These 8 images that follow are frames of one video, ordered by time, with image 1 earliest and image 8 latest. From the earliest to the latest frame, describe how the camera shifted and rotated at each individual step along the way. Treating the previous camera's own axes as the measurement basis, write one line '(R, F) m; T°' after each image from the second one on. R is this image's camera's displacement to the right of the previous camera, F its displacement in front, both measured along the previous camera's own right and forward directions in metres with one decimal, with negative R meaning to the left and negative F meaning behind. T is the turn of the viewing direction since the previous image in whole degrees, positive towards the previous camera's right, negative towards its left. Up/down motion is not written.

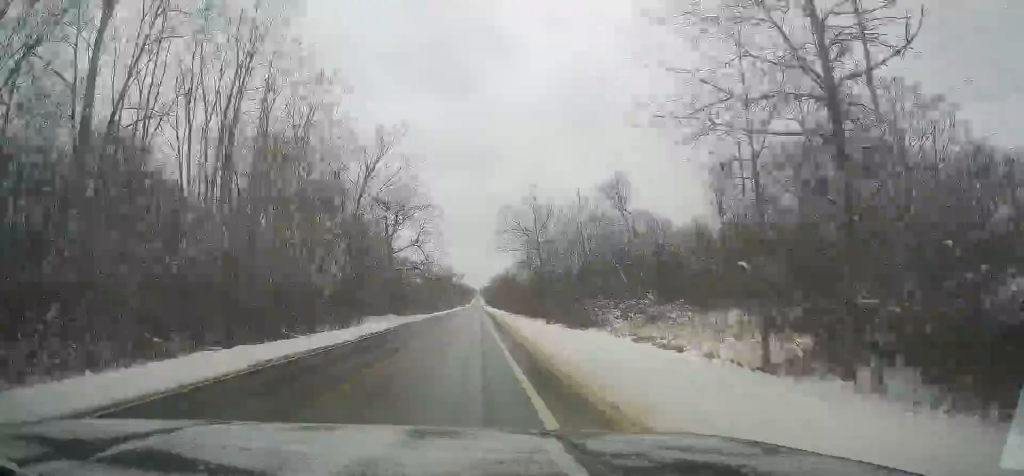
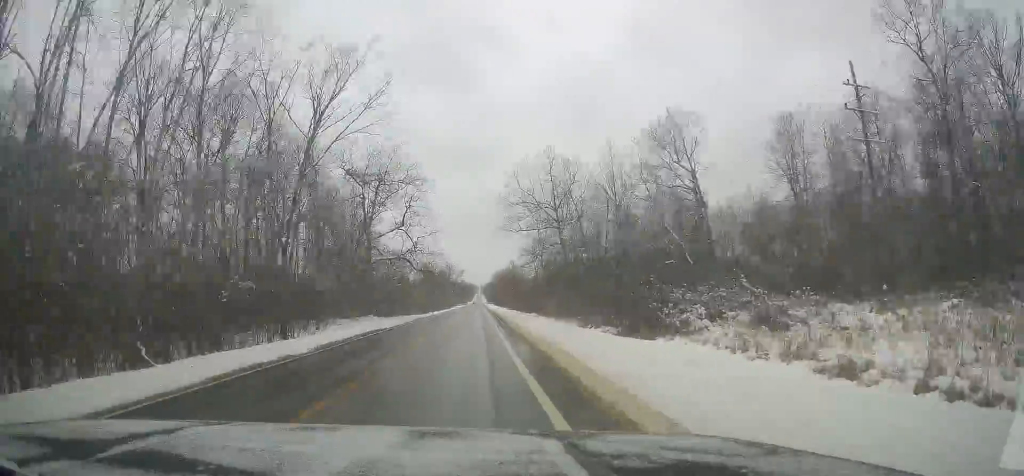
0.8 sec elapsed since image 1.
(-0.2, +18.4) m; 0°
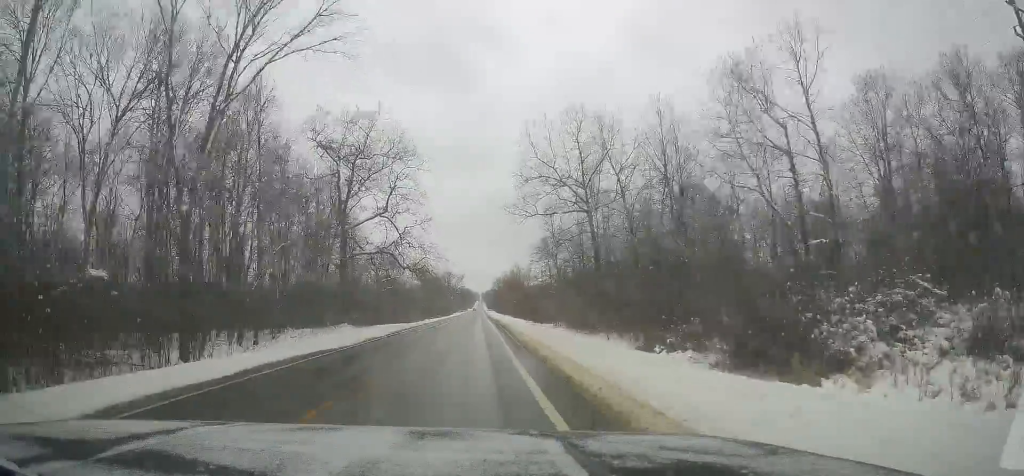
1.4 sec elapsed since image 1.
(-0.1, +14.7) m; +1°
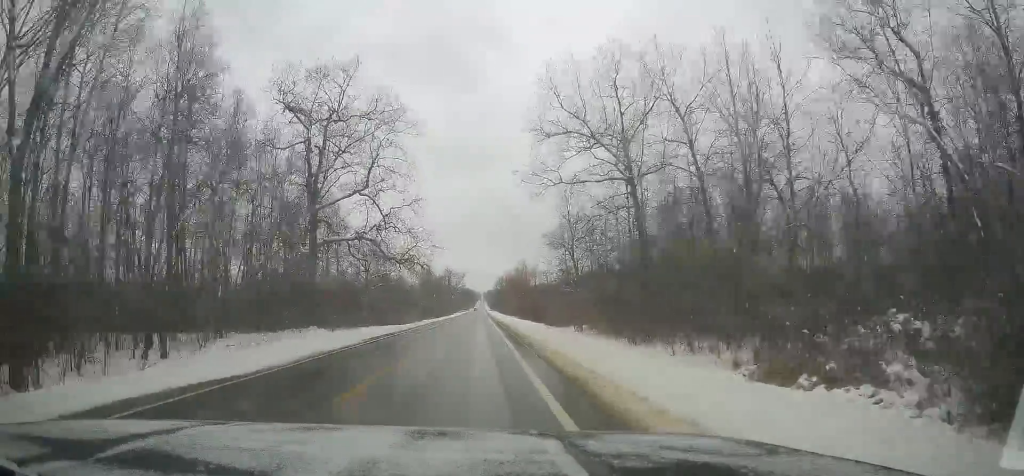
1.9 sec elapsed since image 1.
(+0.2, +11.7) m; 0°
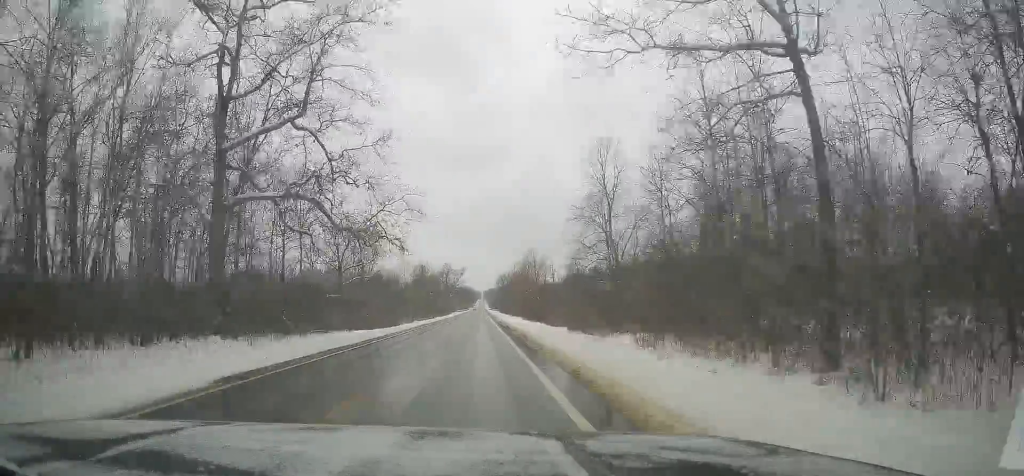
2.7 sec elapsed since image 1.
(+0.3, +18.1) m; 0°
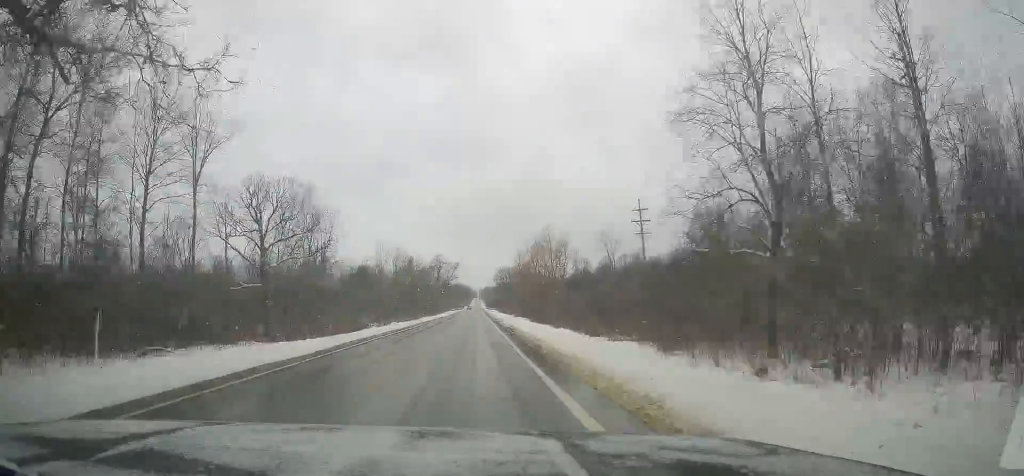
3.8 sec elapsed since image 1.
(-0.5, +26.3) m; -1°
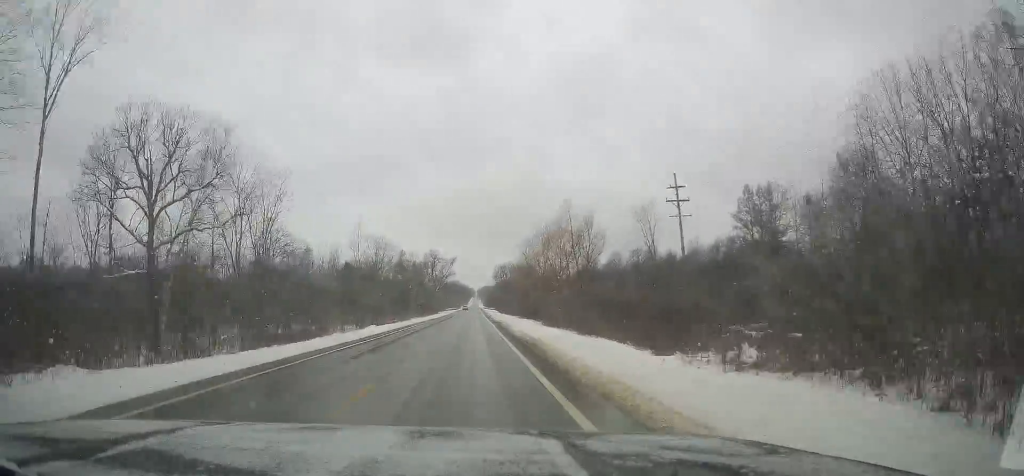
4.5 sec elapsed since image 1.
(-0.1, +17.6) m; +1°
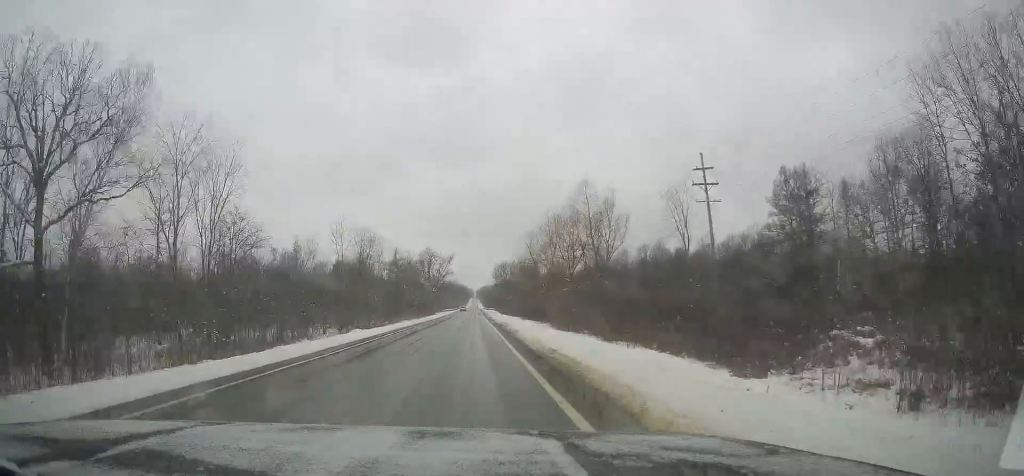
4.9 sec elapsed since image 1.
(+0.2, +9.7) m; +1°
